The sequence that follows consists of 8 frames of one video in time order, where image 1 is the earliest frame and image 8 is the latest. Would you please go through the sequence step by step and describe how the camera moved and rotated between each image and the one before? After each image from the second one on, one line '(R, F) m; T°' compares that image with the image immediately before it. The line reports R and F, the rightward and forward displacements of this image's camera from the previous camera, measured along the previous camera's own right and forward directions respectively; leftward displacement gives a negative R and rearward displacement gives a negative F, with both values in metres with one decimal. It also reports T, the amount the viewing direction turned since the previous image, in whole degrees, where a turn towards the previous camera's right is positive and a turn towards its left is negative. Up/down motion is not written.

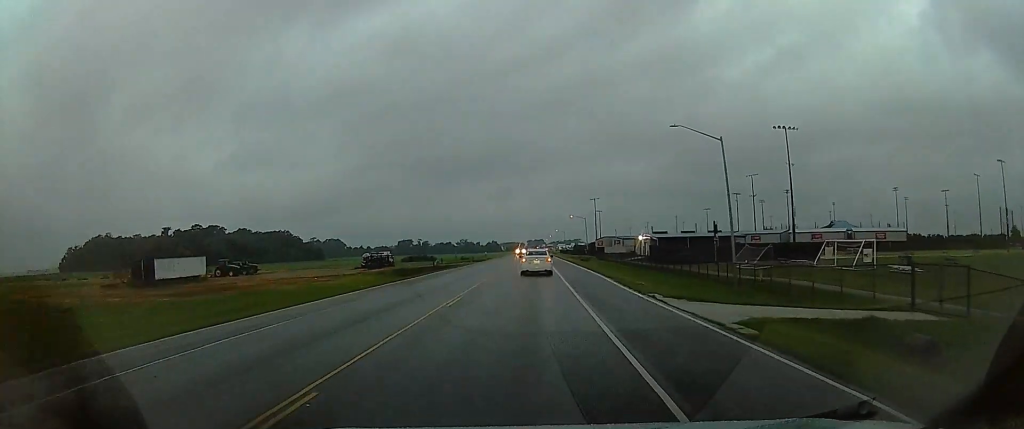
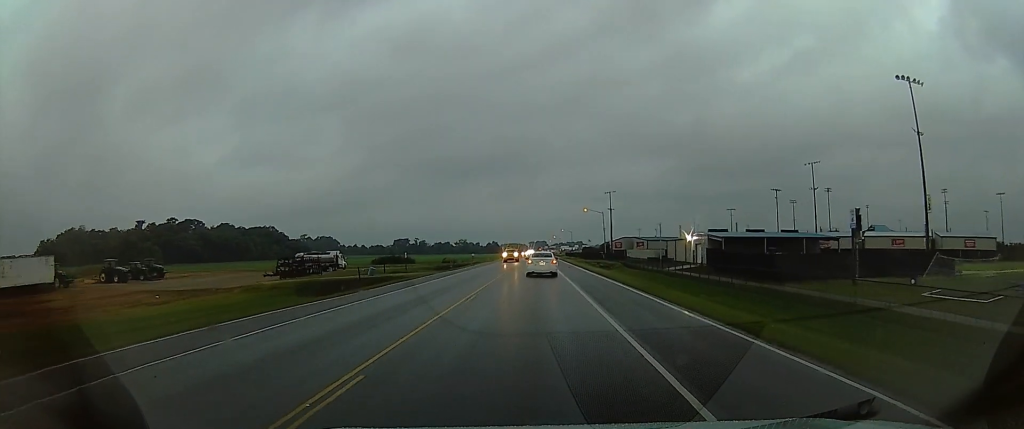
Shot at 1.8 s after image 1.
(-0.4, +35.5) m; -1°
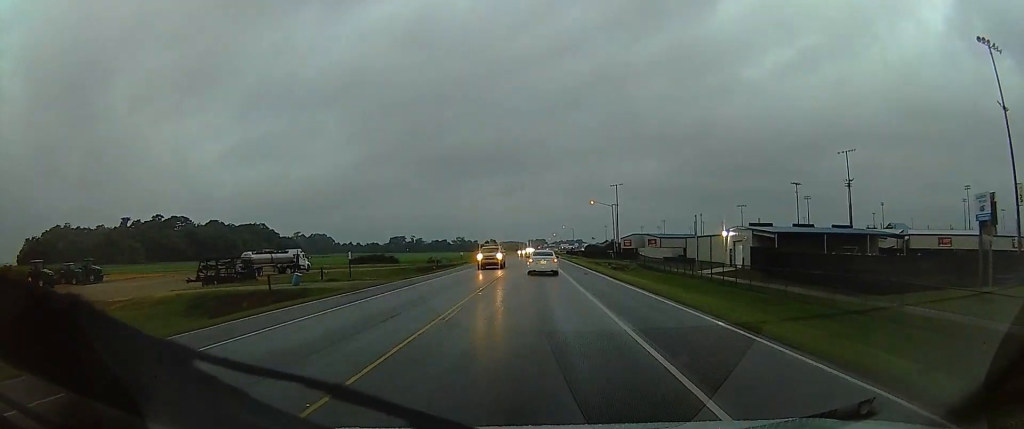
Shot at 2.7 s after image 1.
(0.0, +16.4) m; 0°
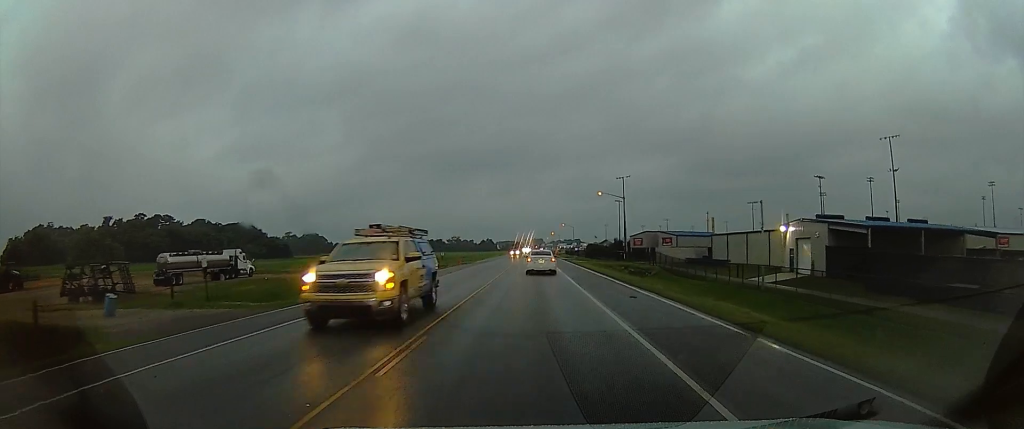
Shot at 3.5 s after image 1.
(0.0, +17.2) m; 0°
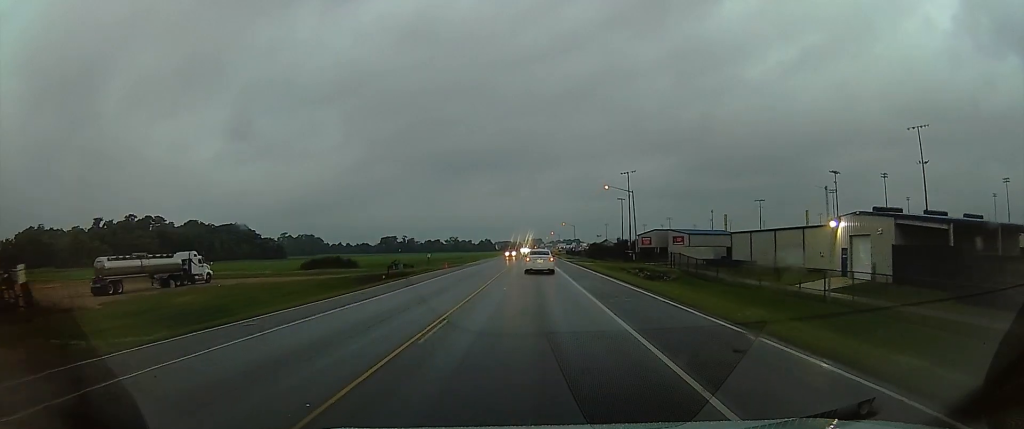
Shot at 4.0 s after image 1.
(0.0, +9.9) m; 0°
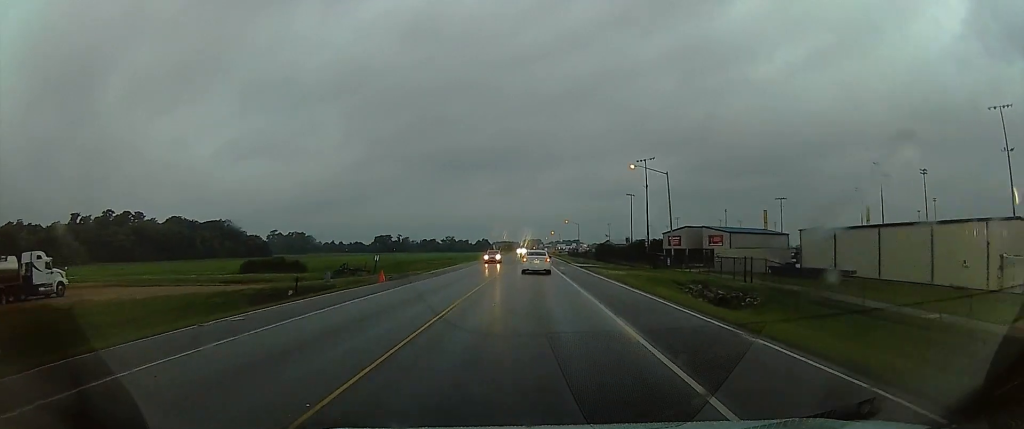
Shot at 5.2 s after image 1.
(0.0, +22.4) m; 0°
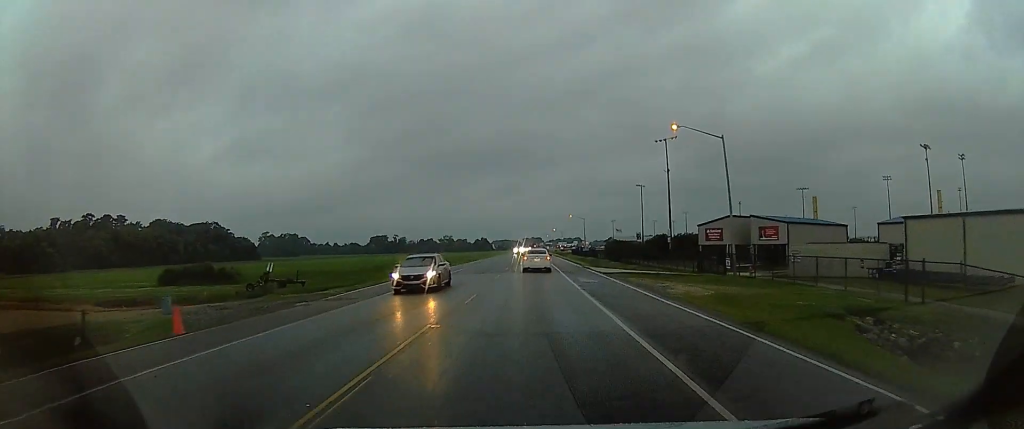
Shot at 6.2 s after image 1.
(0.0, +19.7) m; 0°
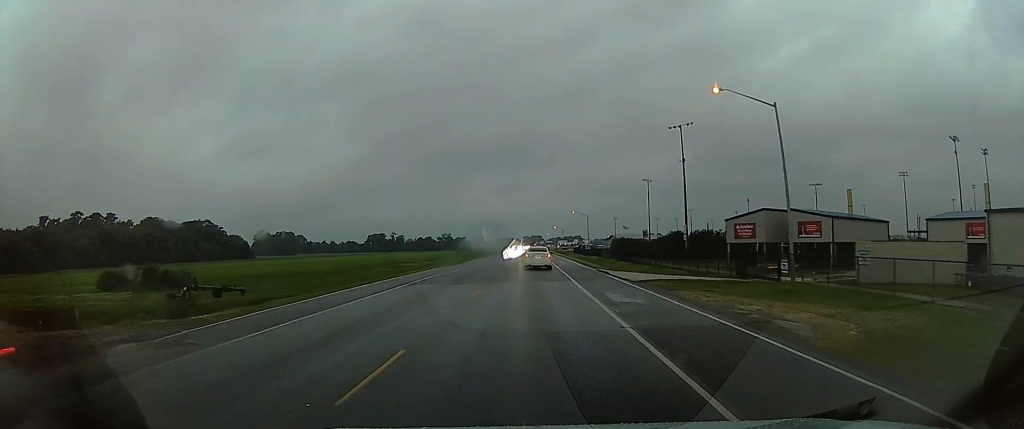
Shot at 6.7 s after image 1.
(0.0, +10.5) m; 0°
